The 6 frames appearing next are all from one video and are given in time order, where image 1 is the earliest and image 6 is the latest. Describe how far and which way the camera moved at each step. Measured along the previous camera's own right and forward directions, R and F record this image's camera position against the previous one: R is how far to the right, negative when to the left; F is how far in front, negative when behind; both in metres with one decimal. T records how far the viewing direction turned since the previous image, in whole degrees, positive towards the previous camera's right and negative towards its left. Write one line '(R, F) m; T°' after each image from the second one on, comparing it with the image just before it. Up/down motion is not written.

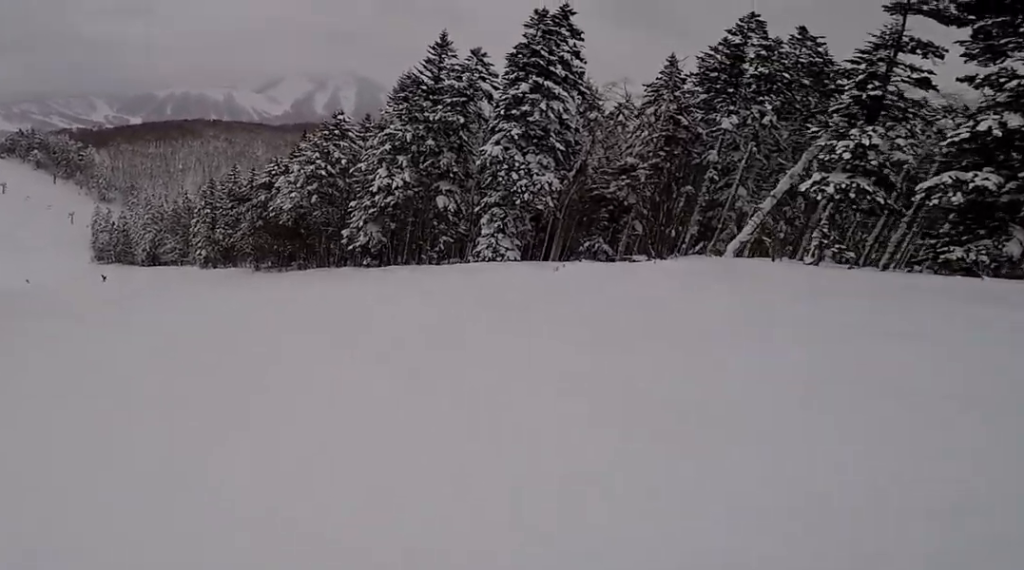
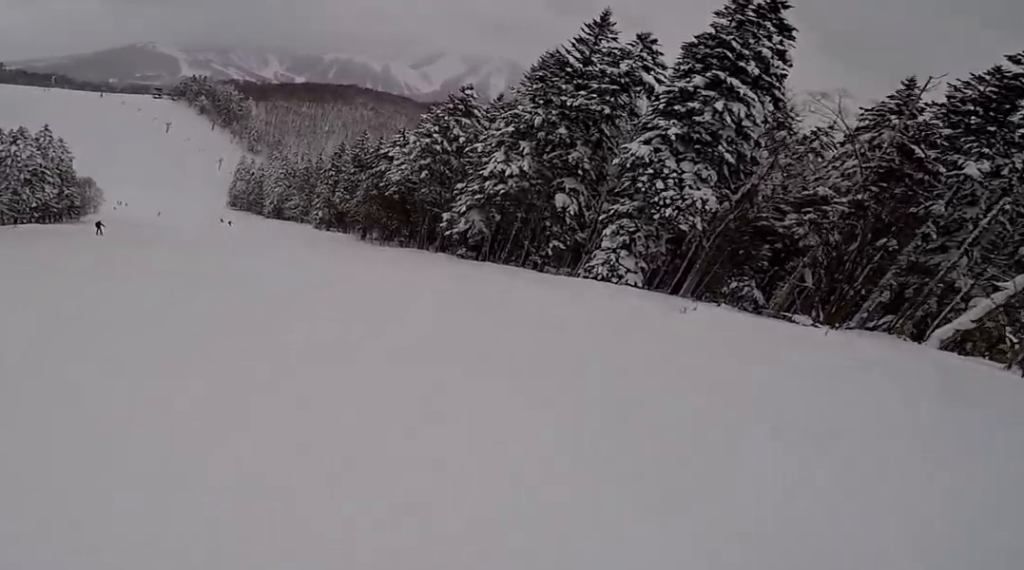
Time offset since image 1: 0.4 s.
(0.0, +4.6) m; -4°
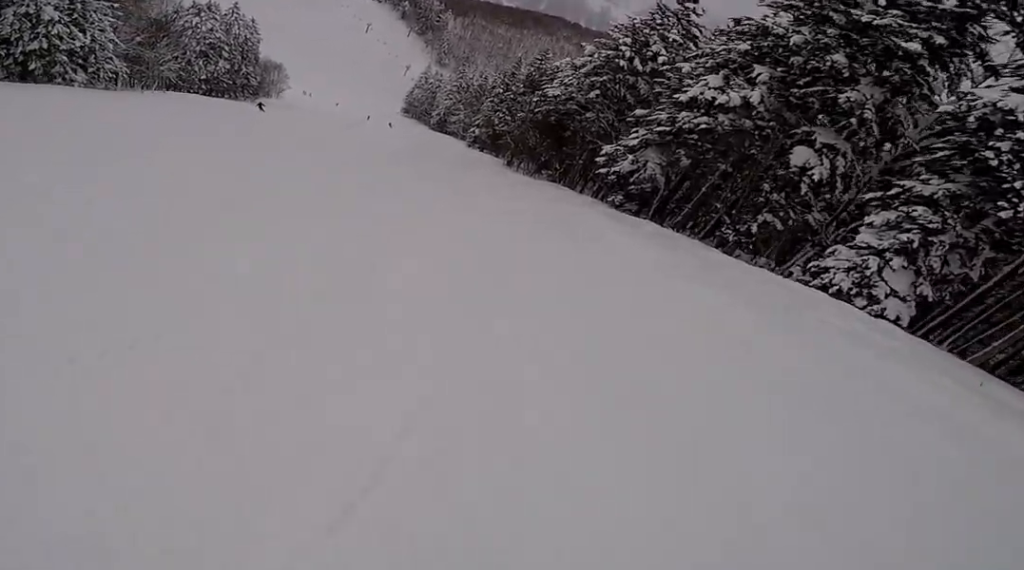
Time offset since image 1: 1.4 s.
(-1.0, +9.7) m; -20°
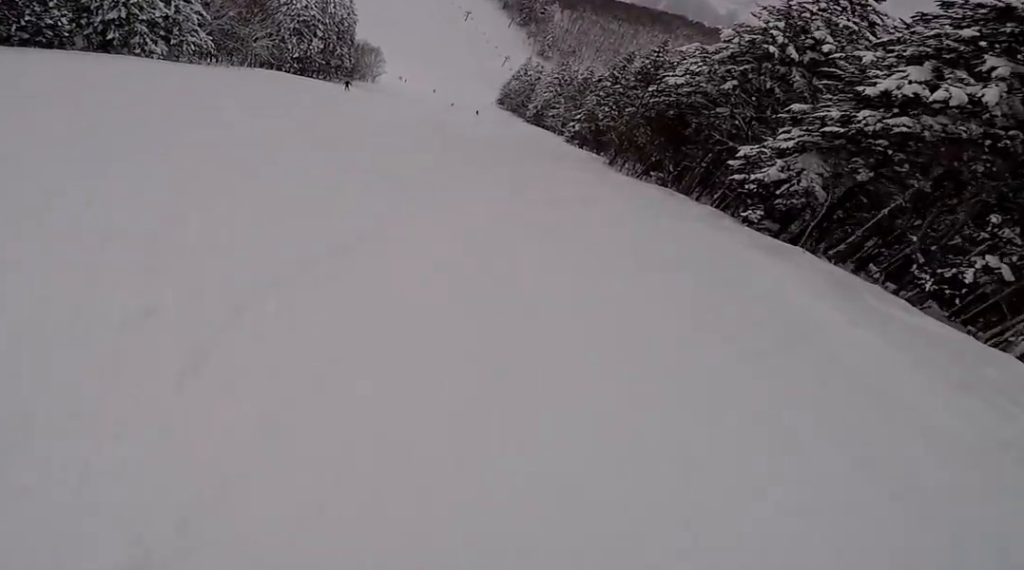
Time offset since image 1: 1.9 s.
(-0.7, +5.3) m; -15°
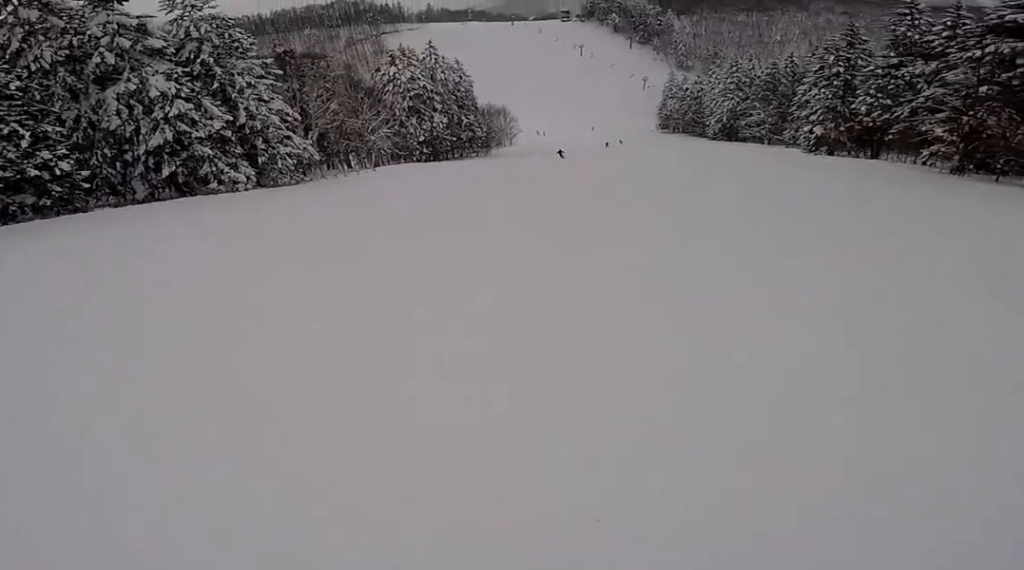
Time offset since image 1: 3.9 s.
(-8.0, +18.3) m; -25°
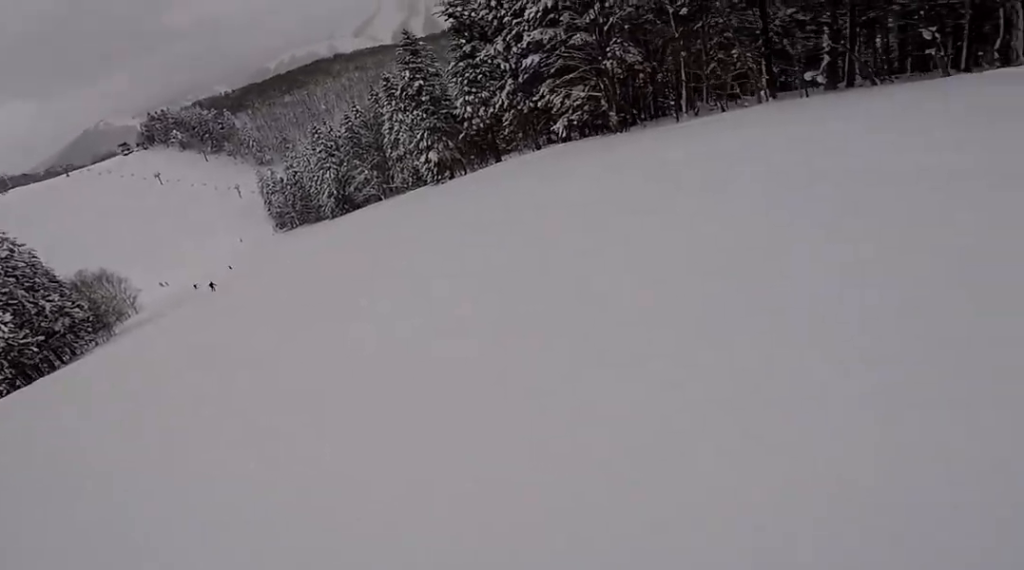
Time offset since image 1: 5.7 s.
(+5.3, +17.0) m; +34°
